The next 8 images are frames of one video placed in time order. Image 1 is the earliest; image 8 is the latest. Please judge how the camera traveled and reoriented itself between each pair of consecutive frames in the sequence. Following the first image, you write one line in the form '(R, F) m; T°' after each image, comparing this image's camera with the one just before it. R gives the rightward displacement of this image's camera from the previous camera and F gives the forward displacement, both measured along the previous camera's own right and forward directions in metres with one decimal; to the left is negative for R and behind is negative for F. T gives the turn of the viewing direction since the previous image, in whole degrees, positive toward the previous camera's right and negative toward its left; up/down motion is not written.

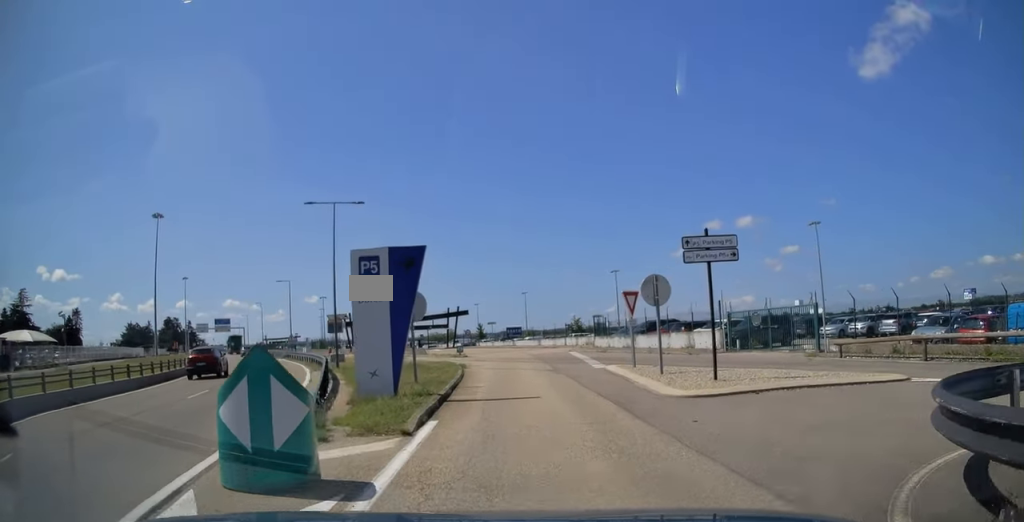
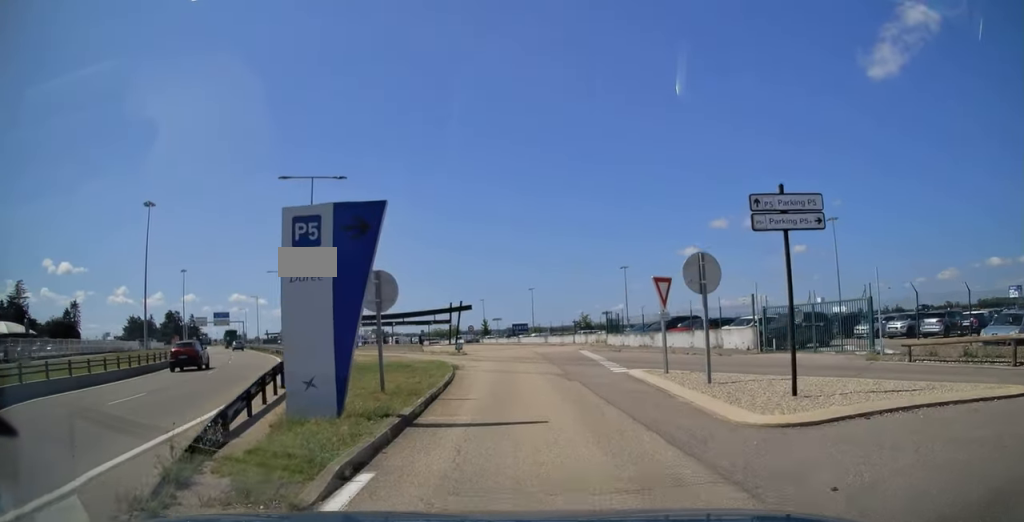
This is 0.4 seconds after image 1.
(+0.1, +4.2) m; 0°
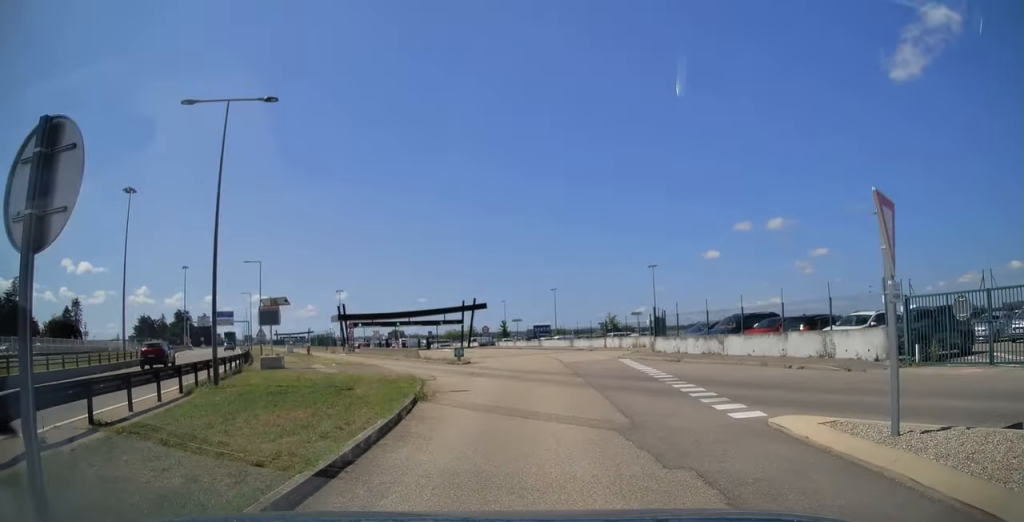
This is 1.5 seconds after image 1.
(-0.1, +9.9) m; -2°
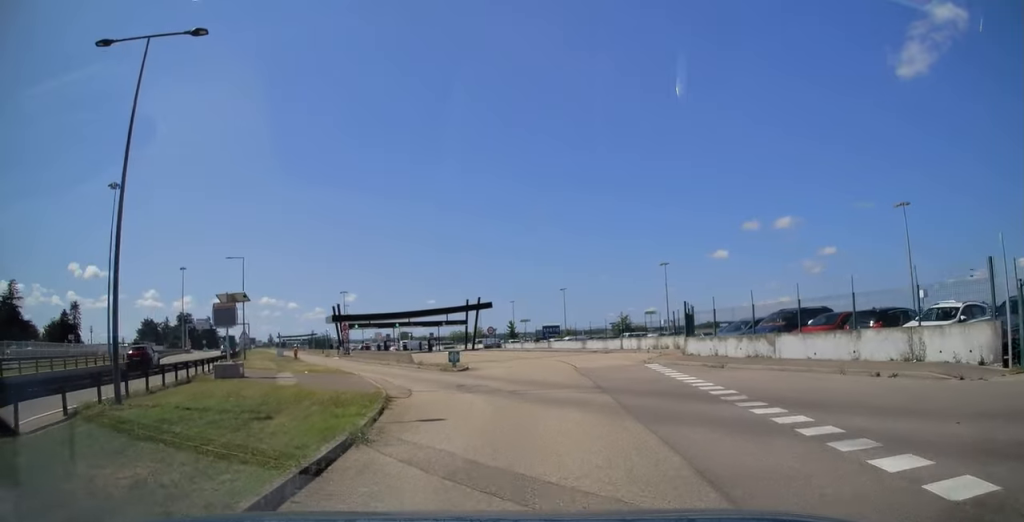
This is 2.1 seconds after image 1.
(-0.1, +4.9) m; -1°
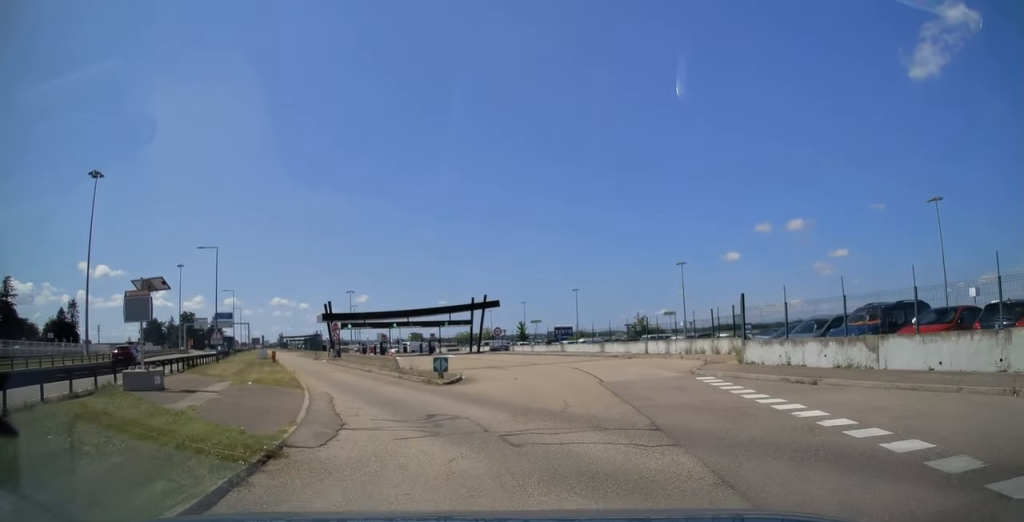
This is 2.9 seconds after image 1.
(-0.1, +6.3) m; -2°
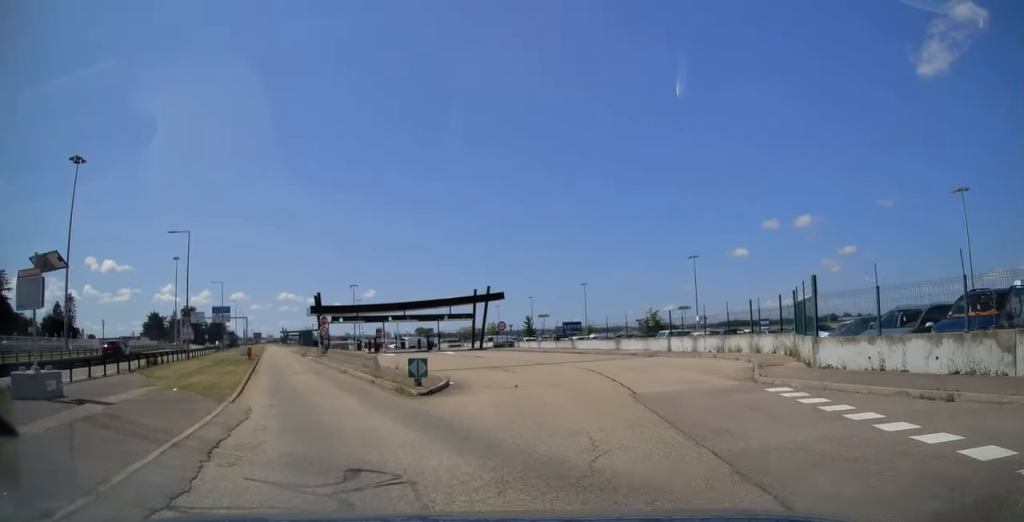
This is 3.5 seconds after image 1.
(0.0, +5.0) m; -2°
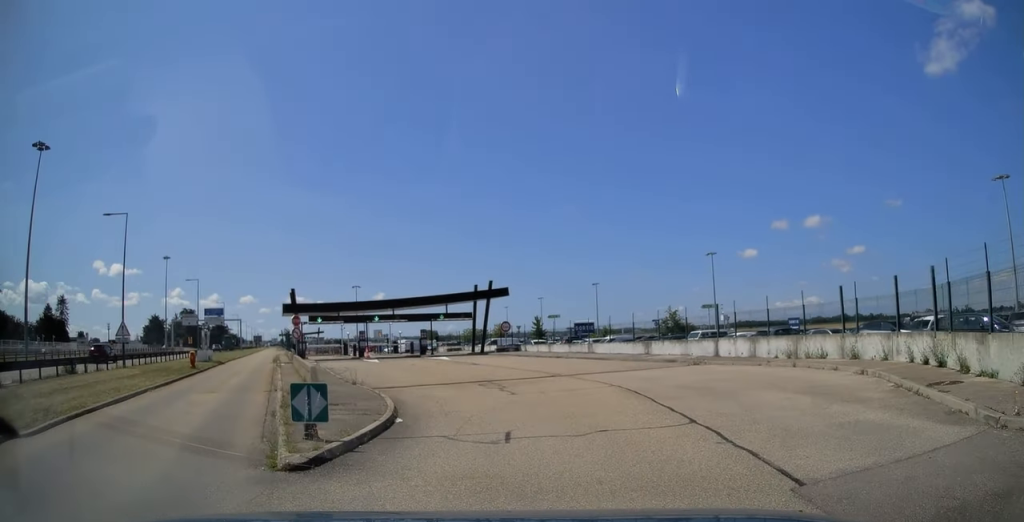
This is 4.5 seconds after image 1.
(-0.3, +8.2) m; -1°
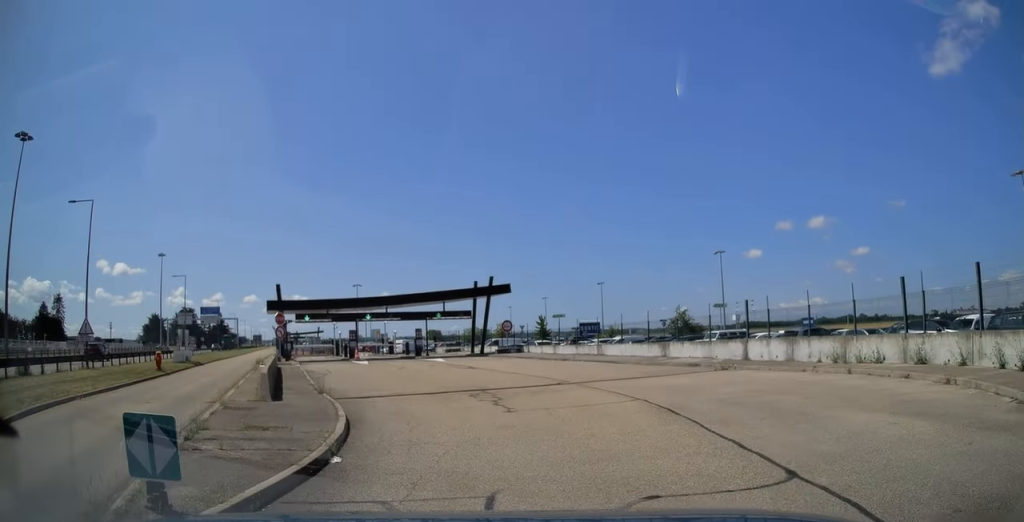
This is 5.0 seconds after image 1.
(+0.1, +3.7) m; 0°
